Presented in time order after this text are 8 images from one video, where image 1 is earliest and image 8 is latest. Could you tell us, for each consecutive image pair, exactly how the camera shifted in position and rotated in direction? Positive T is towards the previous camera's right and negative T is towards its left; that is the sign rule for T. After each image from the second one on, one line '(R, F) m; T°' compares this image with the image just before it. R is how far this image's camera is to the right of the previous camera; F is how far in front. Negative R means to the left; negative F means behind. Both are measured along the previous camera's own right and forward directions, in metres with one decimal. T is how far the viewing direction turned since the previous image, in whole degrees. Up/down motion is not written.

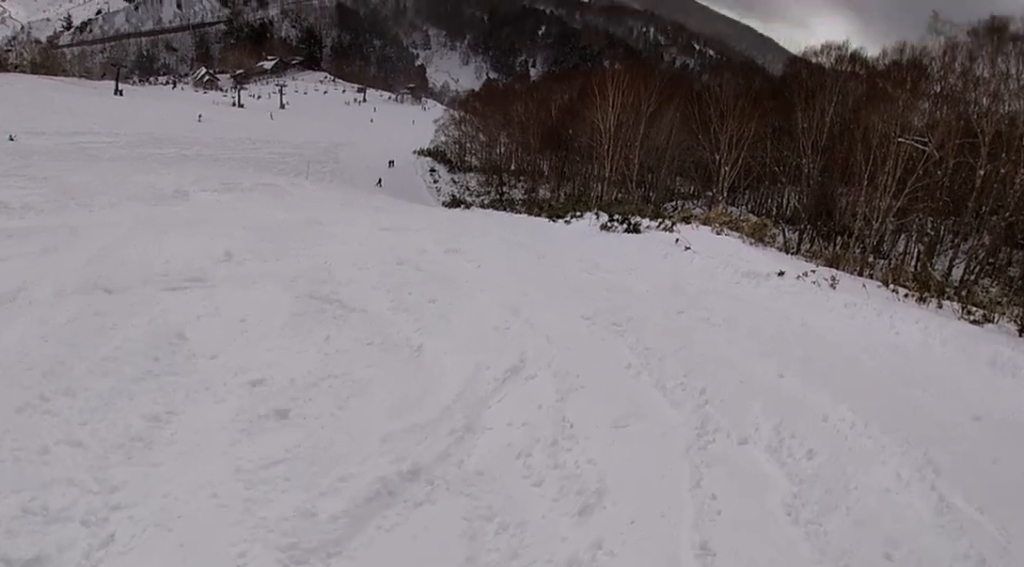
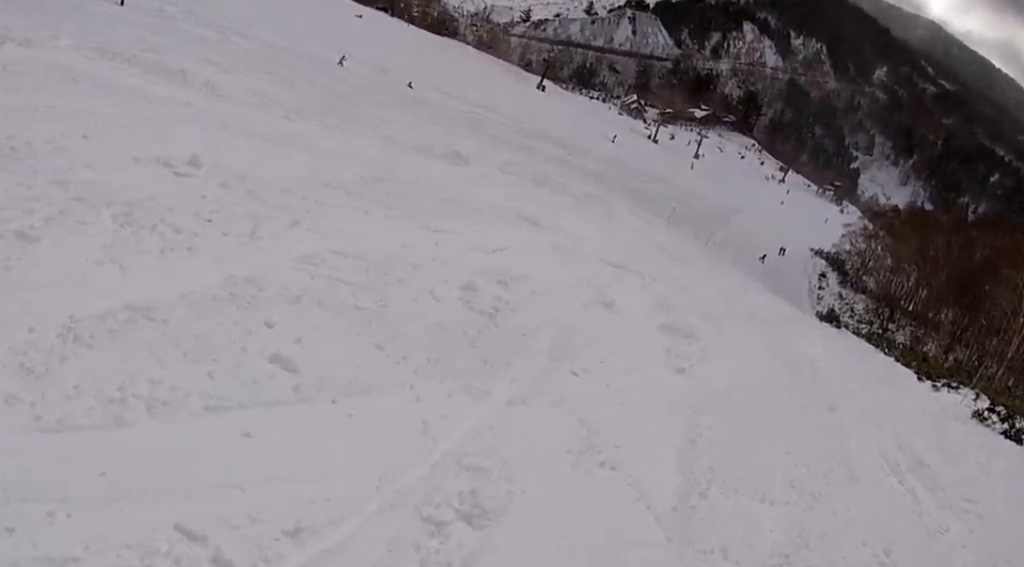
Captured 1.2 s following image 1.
(-1.8, +4.9) m; -33°
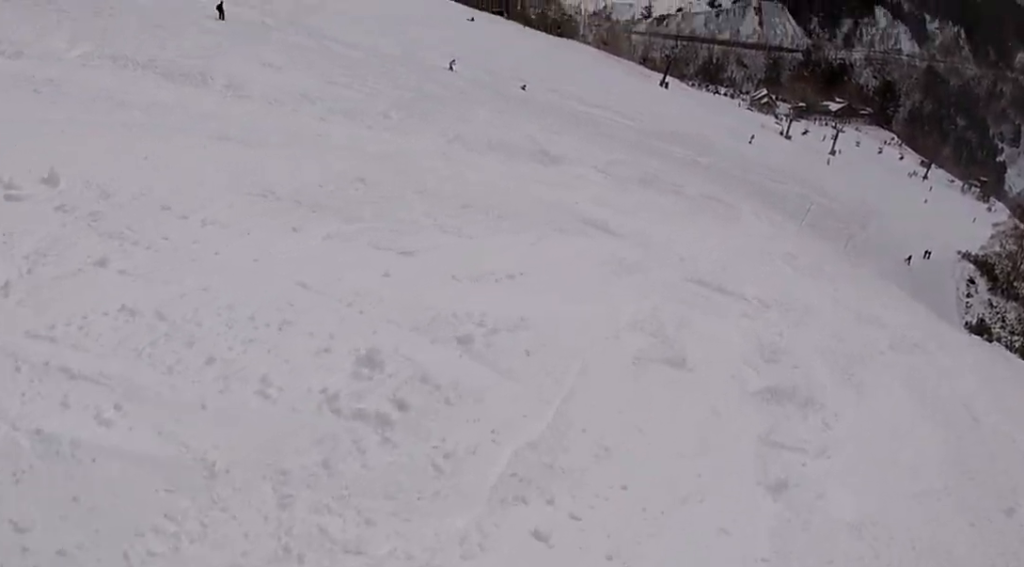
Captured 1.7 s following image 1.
(-0.4, +2.4) m; -11°
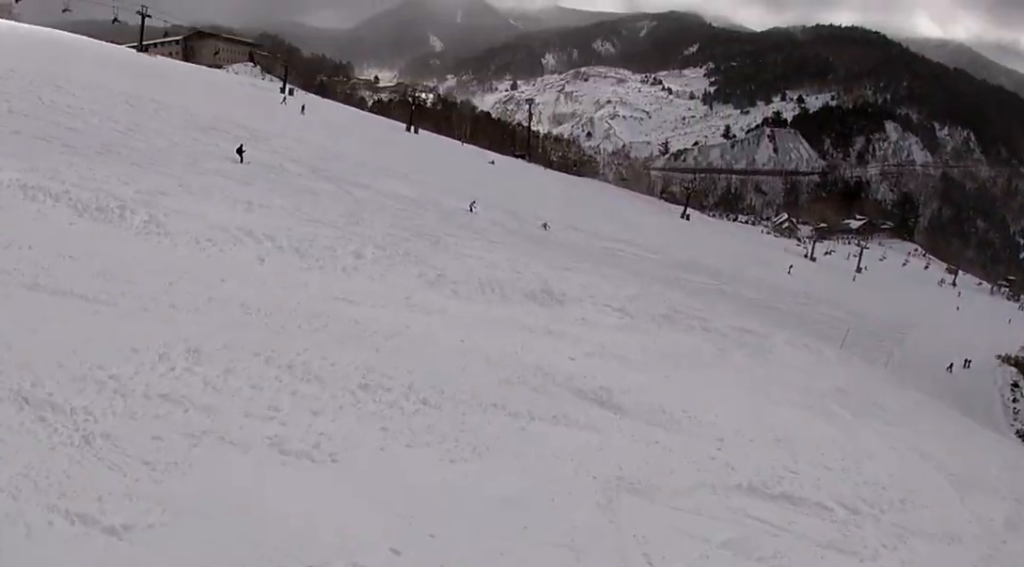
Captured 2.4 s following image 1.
(-0.3, +2.8) m; -3°
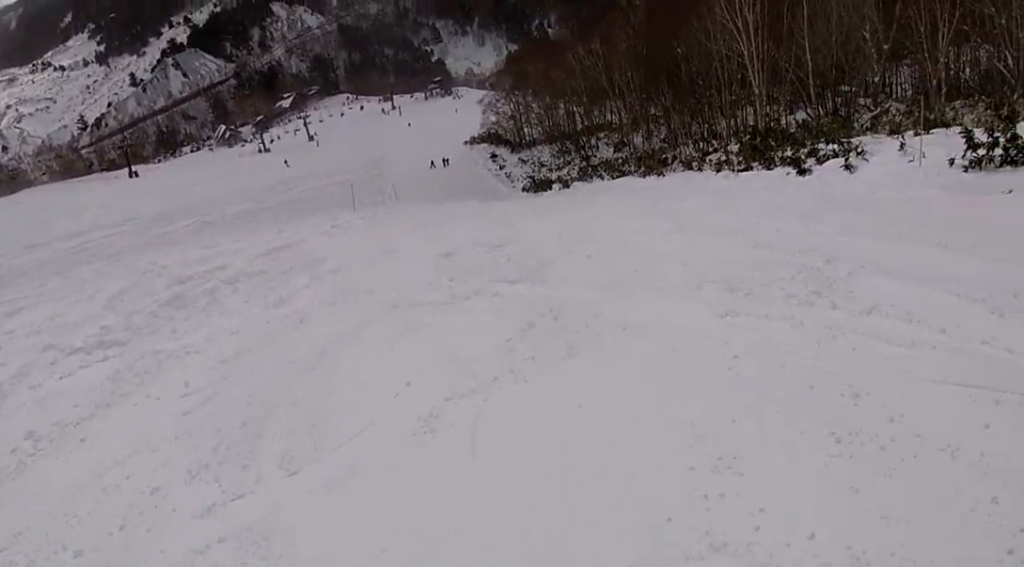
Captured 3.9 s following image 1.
(+0.4, +6.4) m; +36°
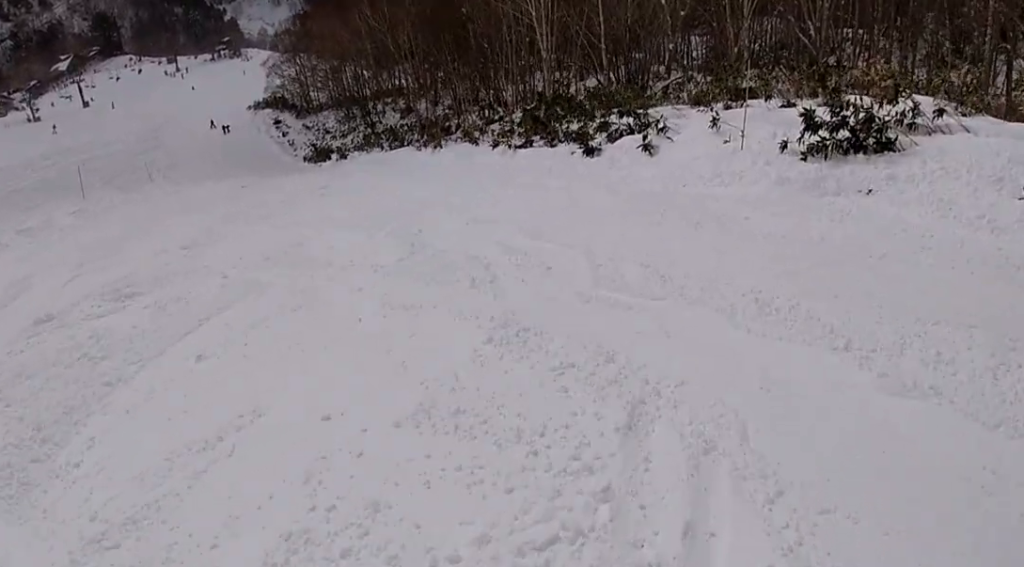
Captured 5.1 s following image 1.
(+2.0, +4.5) m; +7°
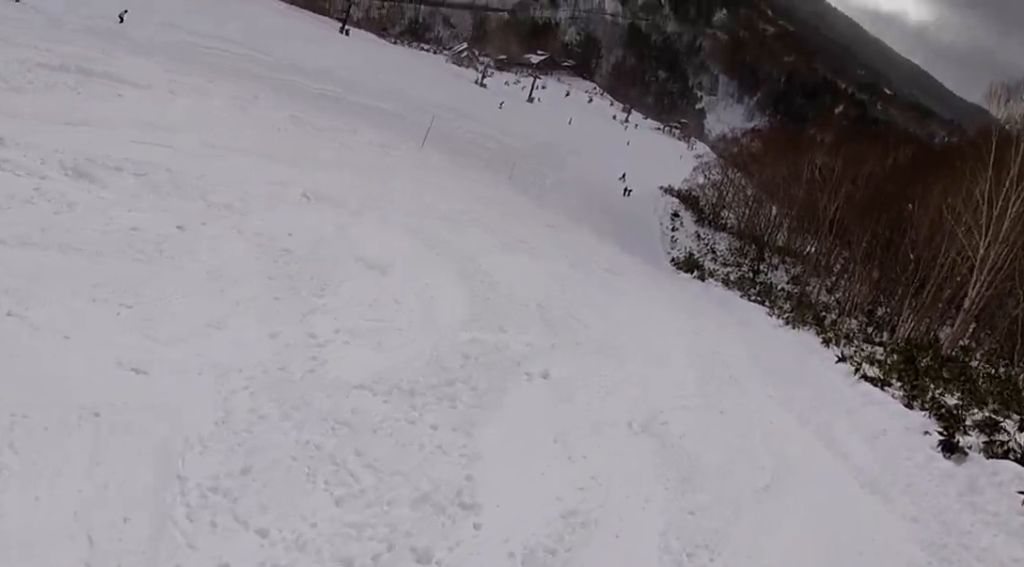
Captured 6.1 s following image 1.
(-1.3, +4.5) m; -29°
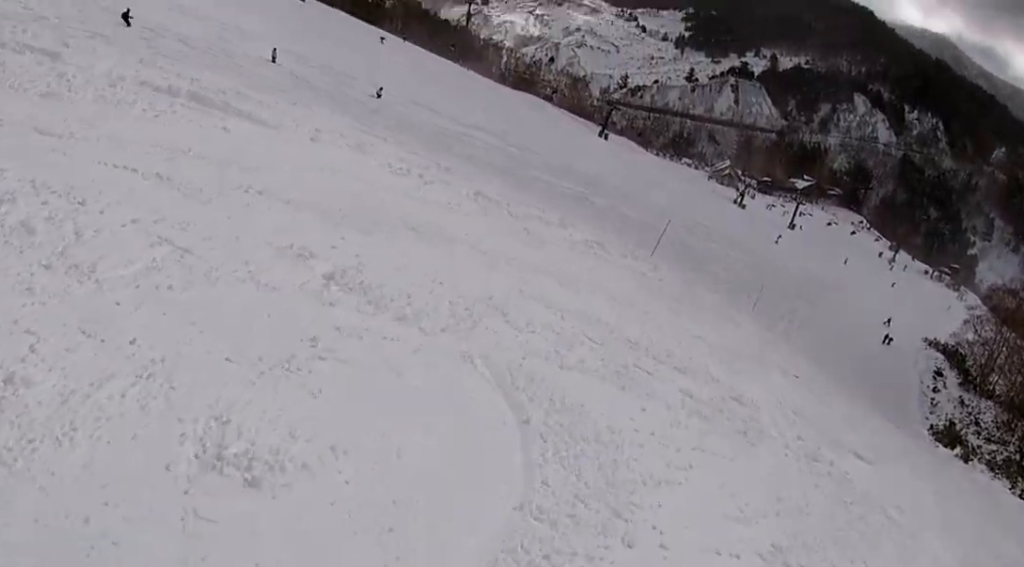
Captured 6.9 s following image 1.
(-0.8, +3.5) m; -12°
